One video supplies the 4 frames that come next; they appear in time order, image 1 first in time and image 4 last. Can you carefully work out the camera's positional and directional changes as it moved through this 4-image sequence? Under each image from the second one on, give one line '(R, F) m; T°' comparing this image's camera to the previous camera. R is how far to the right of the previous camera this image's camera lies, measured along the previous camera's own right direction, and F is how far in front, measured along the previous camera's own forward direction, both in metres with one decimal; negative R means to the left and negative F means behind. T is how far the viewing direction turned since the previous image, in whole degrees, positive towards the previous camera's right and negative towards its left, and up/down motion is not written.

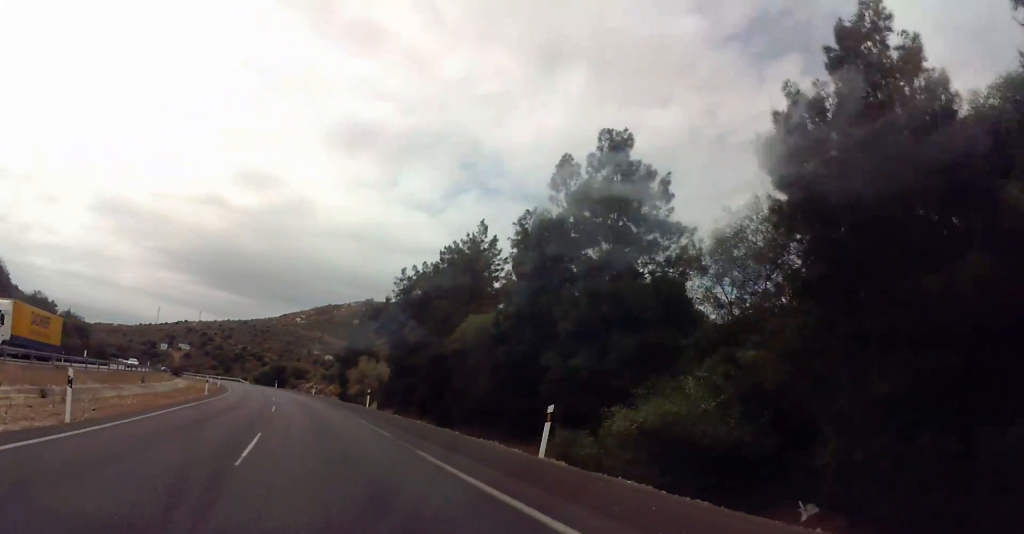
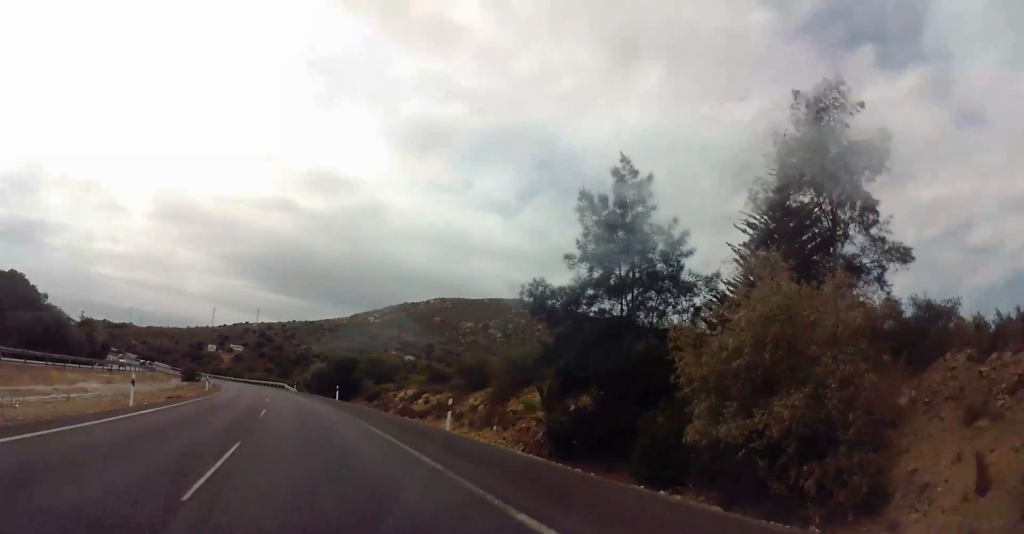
(-5.4, +56.8) m; -10°
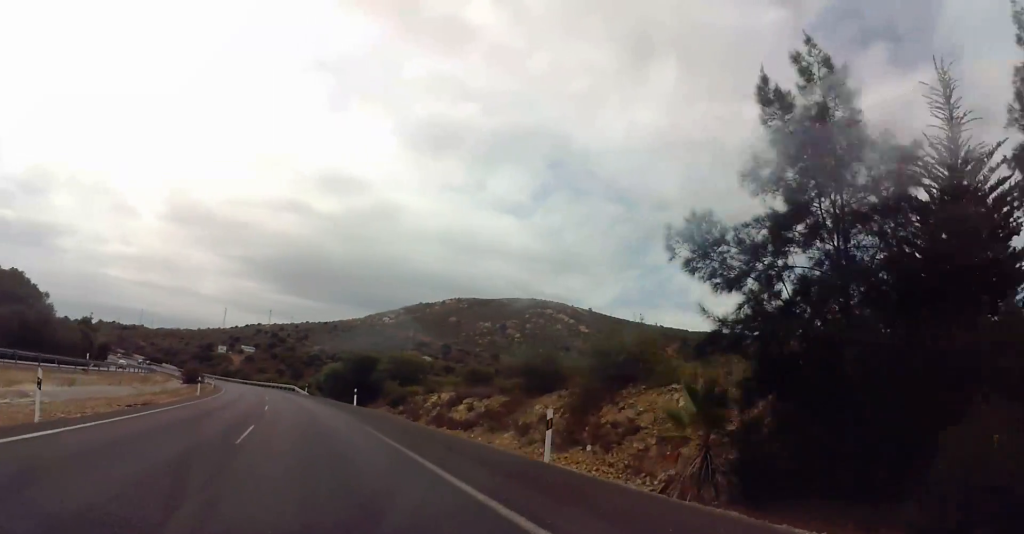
(-0.2, +9.6) m; -1°
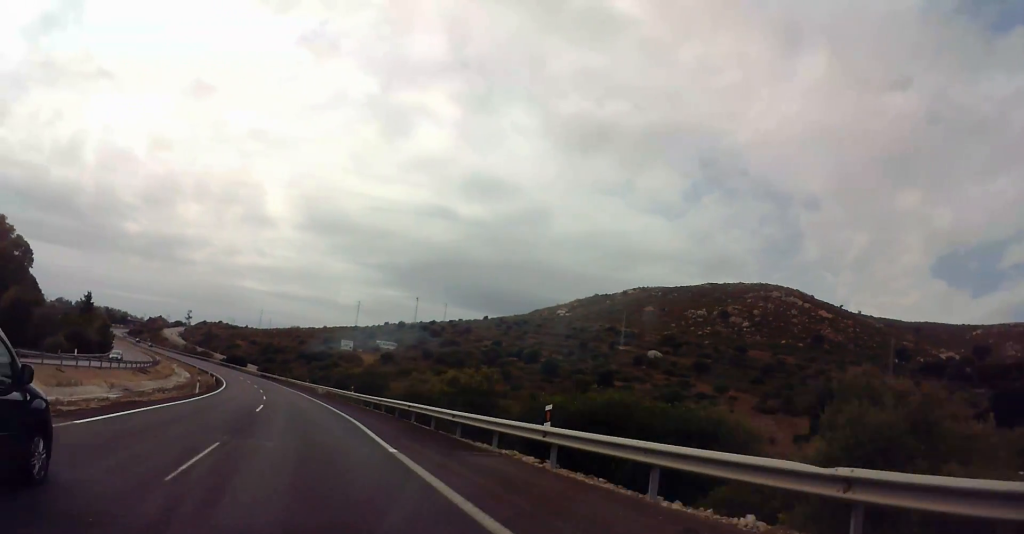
(-7.0, +100.6) m; -13°
